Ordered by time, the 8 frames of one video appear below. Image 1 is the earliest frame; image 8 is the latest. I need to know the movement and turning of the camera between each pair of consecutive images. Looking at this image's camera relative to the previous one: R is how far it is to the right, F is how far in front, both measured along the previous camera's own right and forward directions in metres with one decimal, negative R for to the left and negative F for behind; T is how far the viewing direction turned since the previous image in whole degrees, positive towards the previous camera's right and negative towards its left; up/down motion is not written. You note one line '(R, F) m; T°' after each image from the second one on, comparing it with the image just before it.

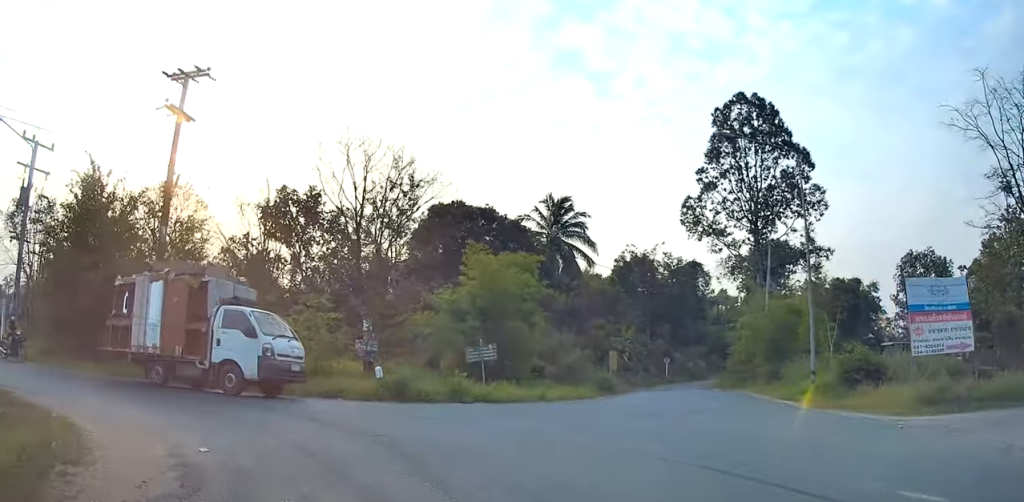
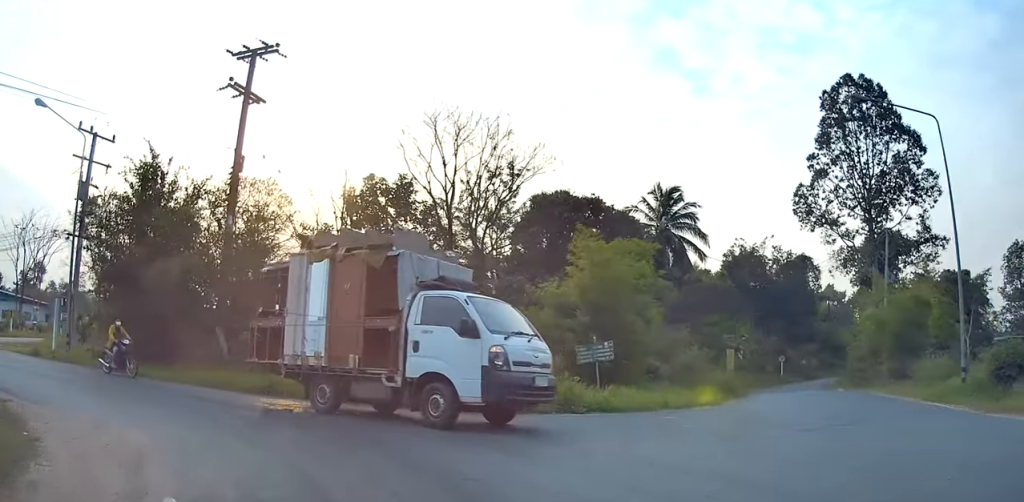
(-0.2, +3.5) m; -6°
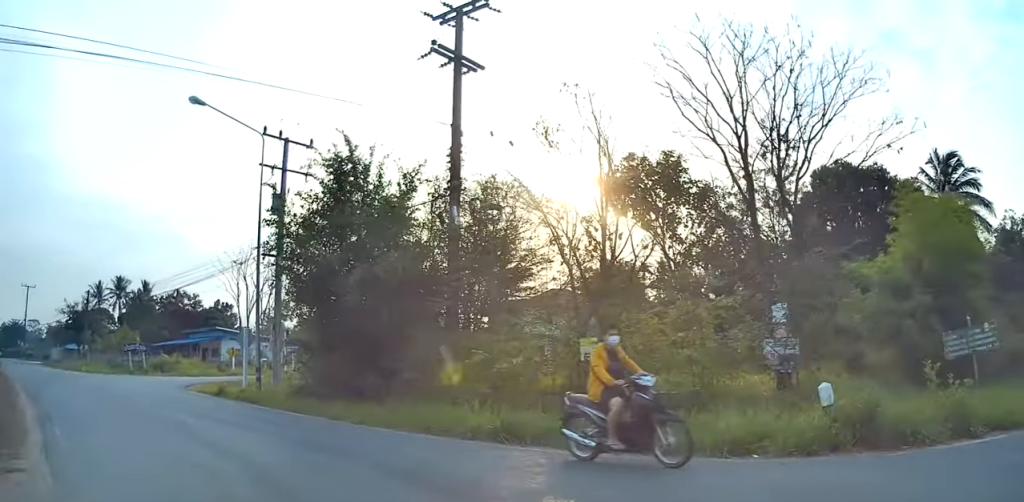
(-1.1, +5.6) m; -27°
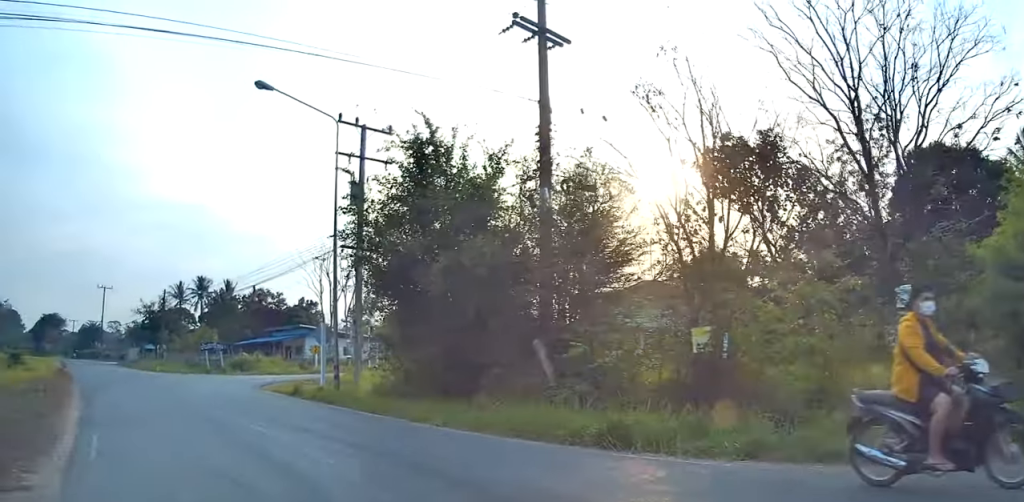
(-0.2, +1.2) m; -6°
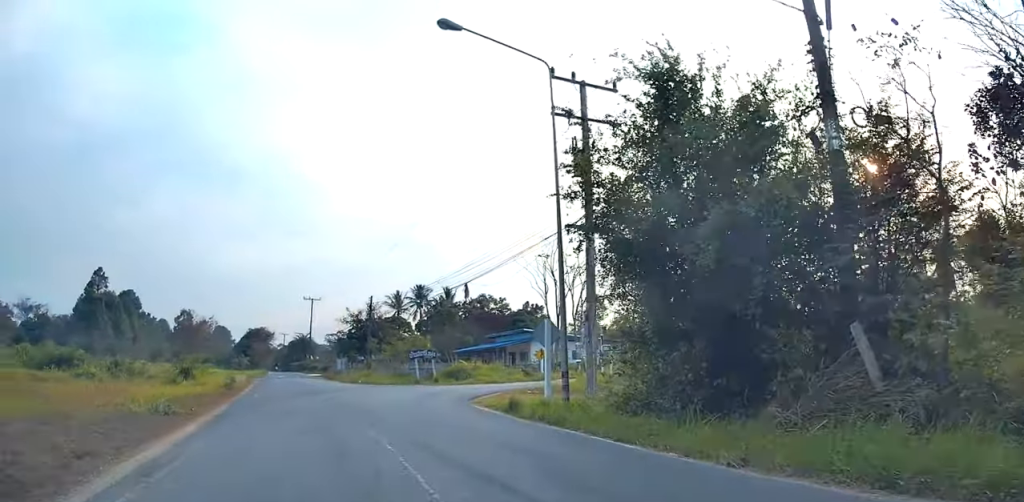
(-0.4, +3.8) m; -14°
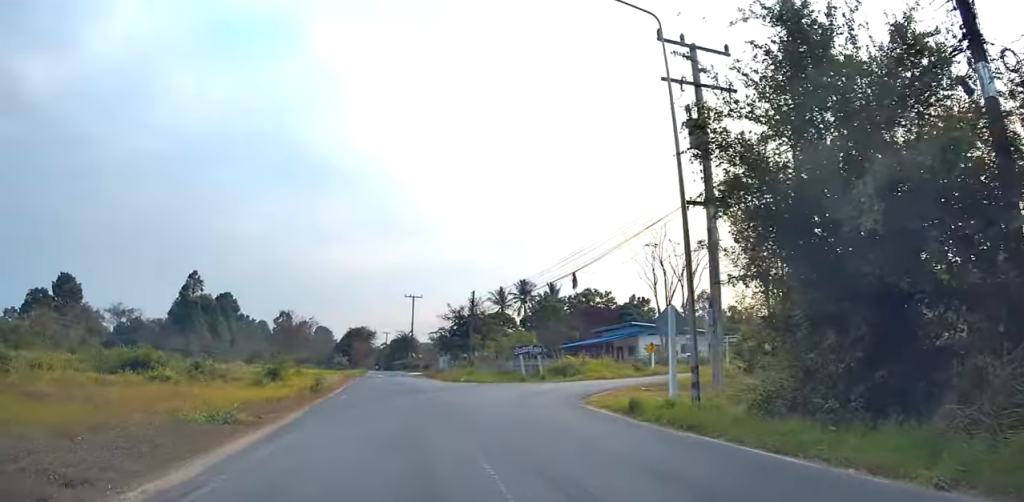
(-0.2, +1.9) m; -6°
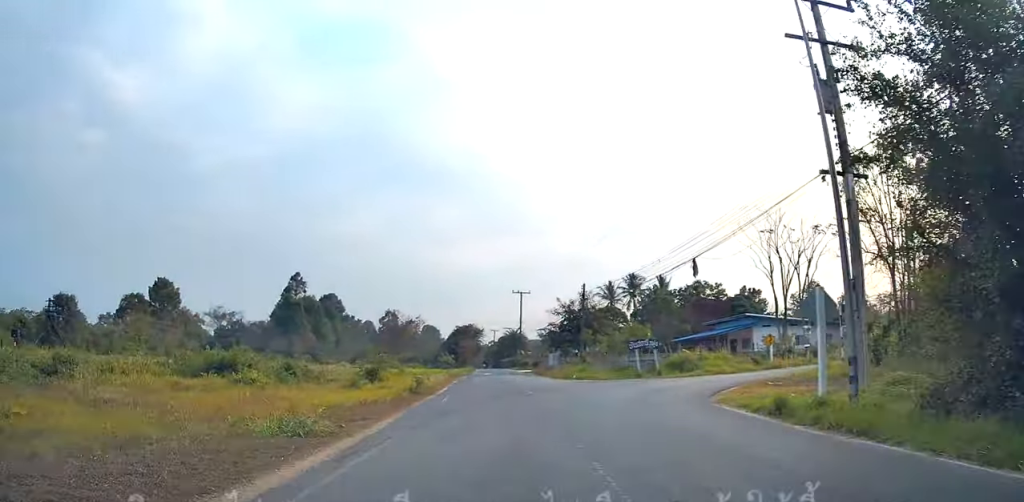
(0.0, +1.7) m; -5°
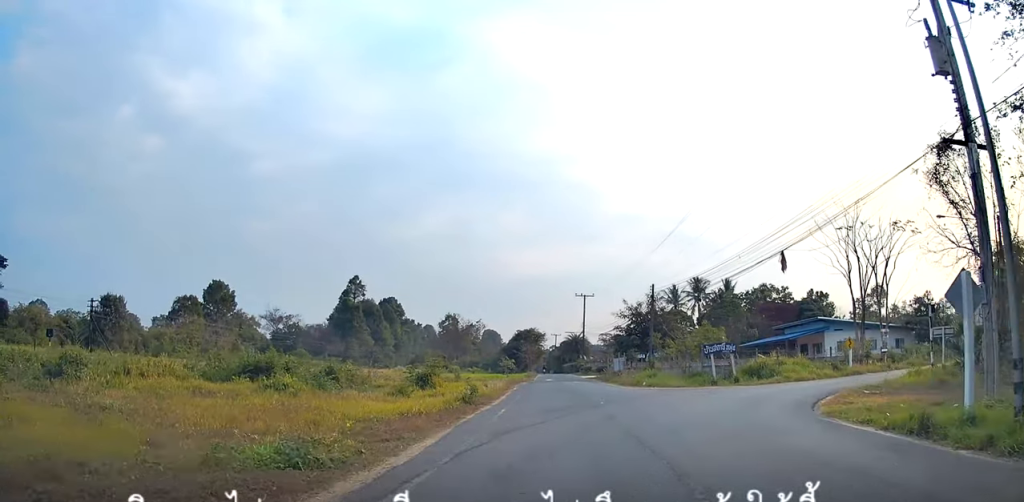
(0.0, +2.2) m; -8°
